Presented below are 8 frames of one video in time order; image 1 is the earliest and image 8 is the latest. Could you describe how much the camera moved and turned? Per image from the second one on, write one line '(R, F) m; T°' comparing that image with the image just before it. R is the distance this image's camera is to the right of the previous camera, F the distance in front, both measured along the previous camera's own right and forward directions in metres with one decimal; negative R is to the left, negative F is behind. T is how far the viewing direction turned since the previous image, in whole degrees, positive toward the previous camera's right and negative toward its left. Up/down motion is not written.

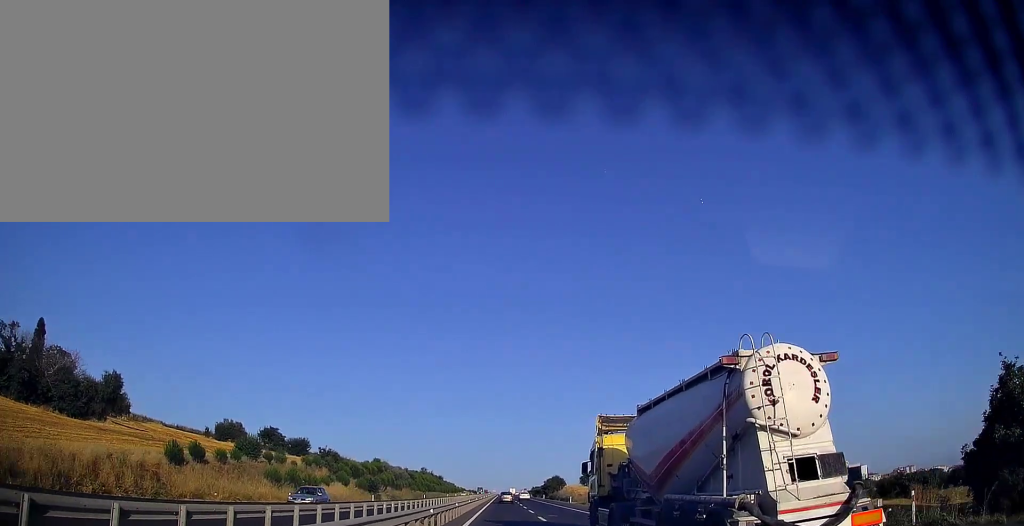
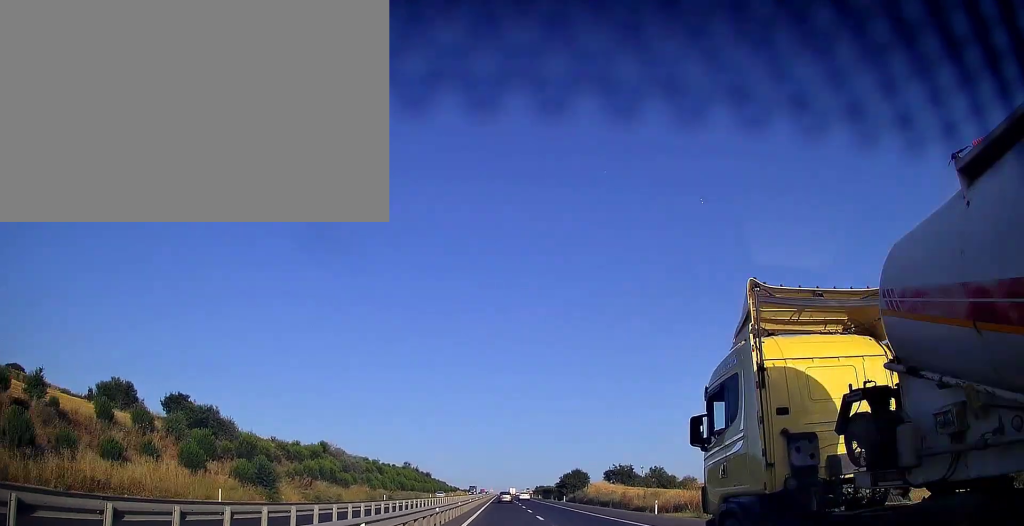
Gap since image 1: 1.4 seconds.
(-0.3, +46.1) m; 0°
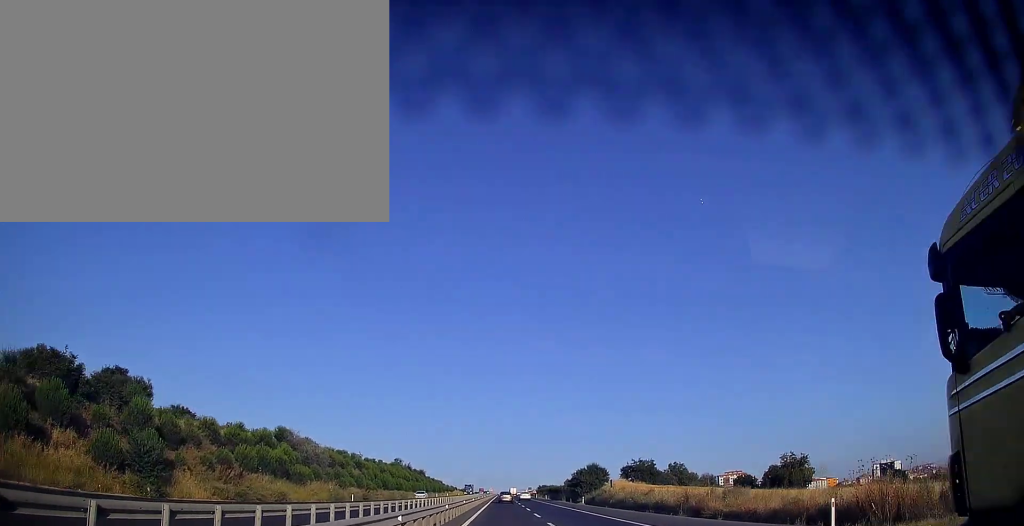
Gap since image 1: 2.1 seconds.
(+0.1, +21.5) m; 0°
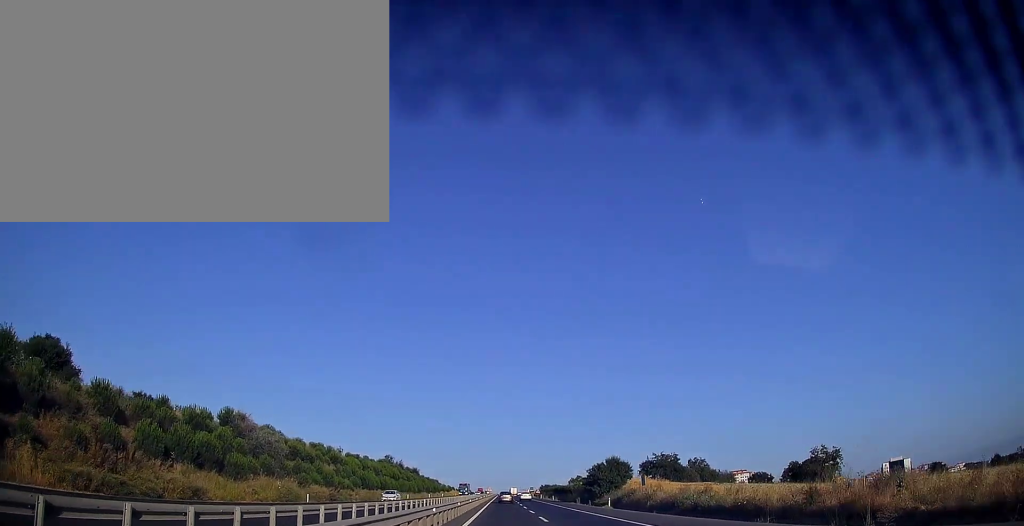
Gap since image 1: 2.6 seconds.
(+0.1, +17.2) m; 0°
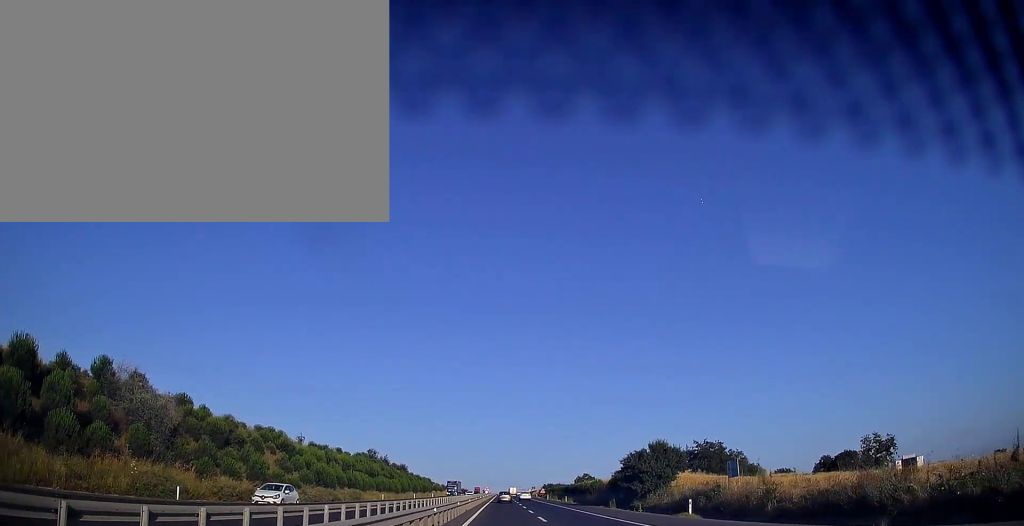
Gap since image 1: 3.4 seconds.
(0.0, +23.6) m; 0°
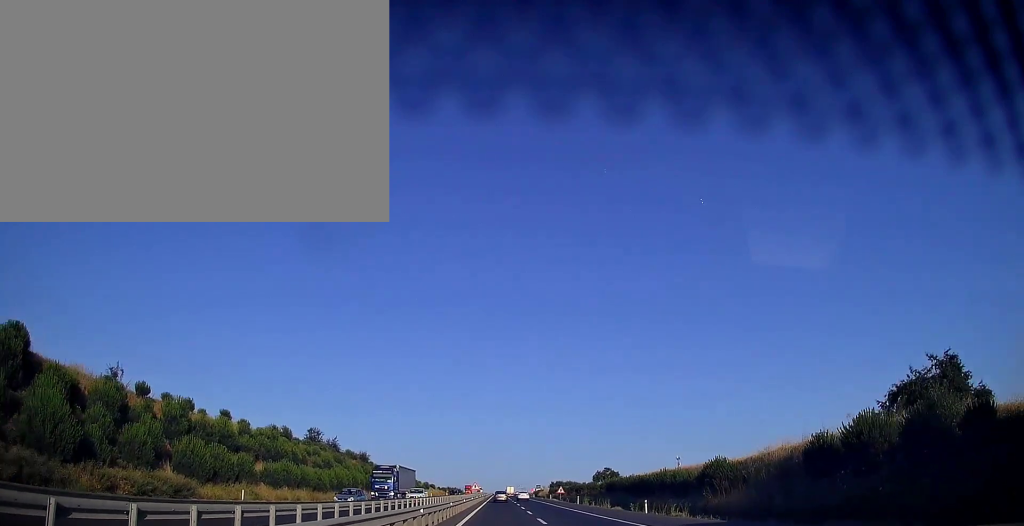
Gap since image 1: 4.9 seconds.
(-0.1, +50.1) m; 0°
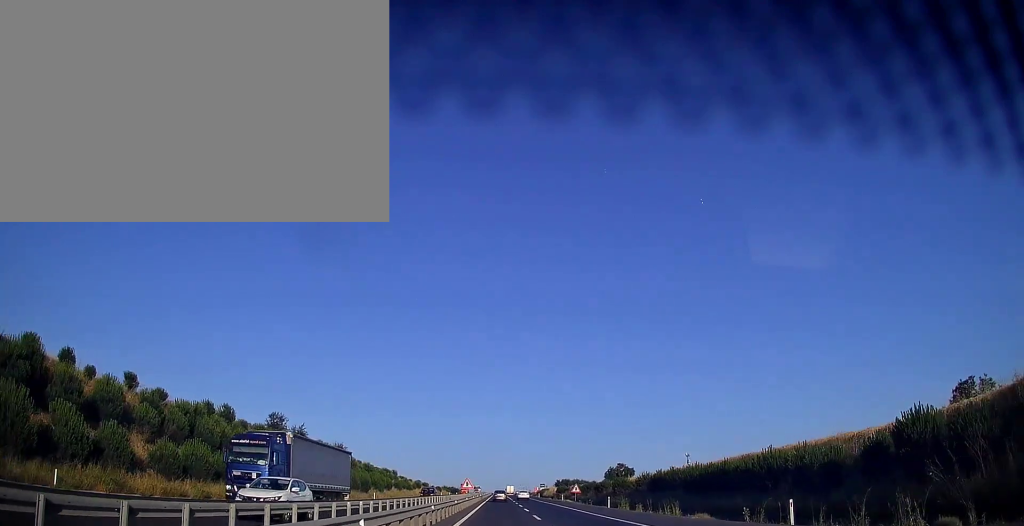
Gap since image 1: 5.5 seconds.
(+0.1, +19.1) m; 0°
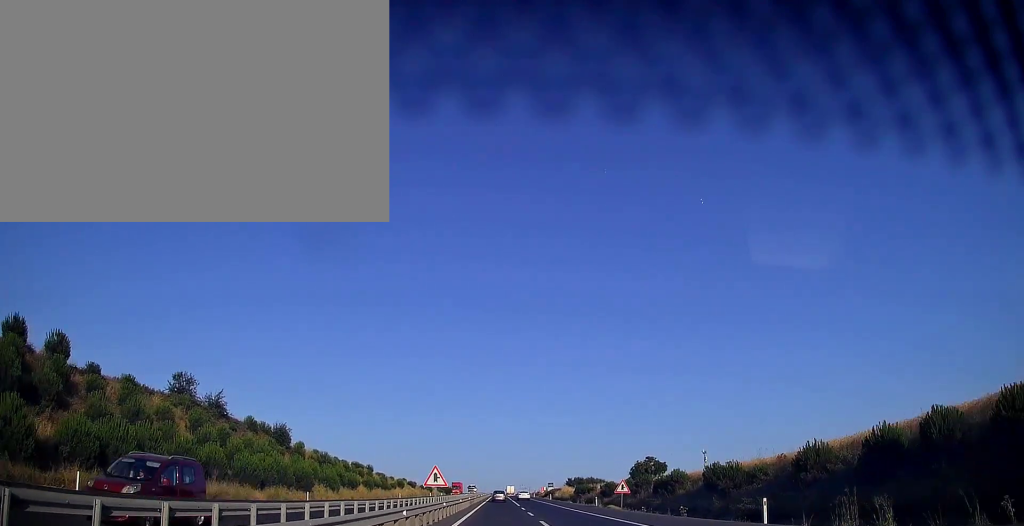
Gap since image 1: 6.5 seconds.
(-0.2, +31.7) m; 0°
